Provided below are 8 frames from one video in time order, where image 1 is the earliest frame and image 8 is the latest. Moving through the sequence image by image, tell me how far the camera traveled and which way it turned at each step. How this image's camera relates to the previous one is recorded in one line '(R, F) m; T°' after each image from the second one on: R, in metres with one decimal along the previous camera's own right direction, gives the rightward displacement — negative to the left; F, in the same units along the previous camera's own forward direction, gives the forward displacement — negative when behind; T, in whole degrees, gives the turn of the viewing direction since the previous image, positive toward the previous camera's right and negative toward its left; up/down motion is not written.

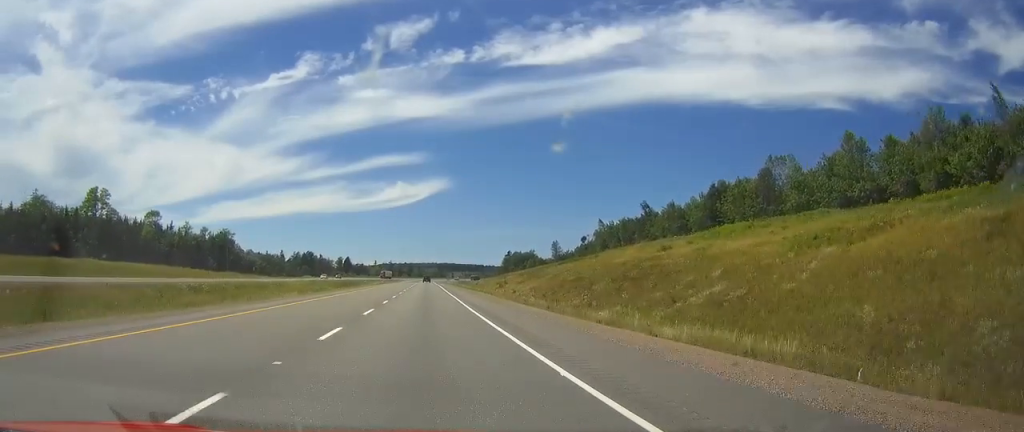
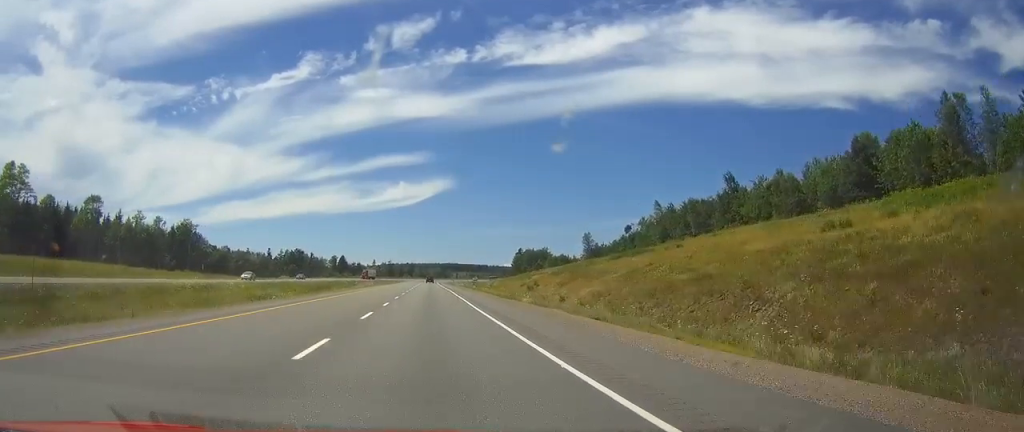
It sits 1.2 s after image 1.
(+0.2, +38.9) m; 0°
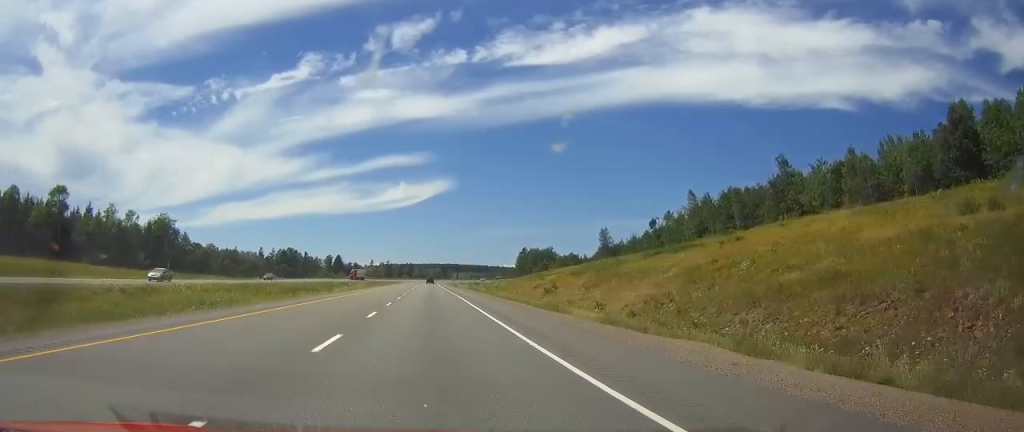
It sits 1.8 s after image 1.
(0.0, +16.7) m; 0°
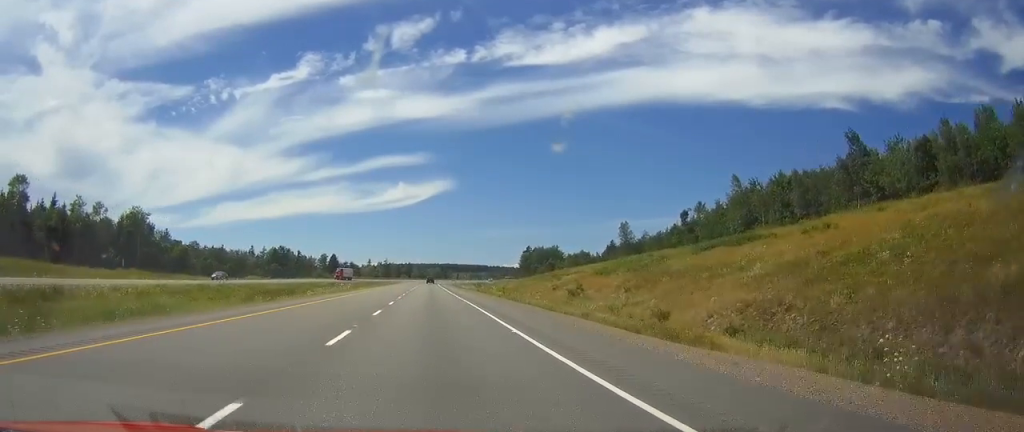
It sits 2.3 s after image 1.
(0.0, +16.7) m; 0°
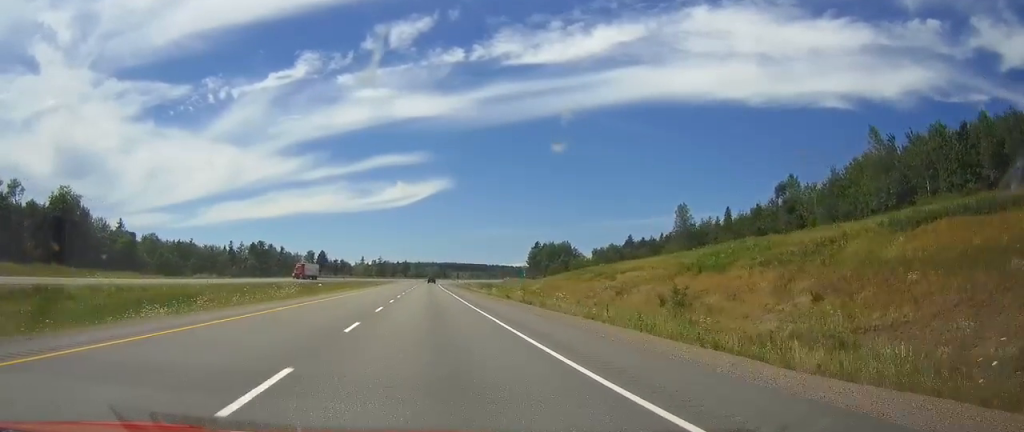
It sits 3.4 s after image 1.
(0.0, +33.2) m; 0°
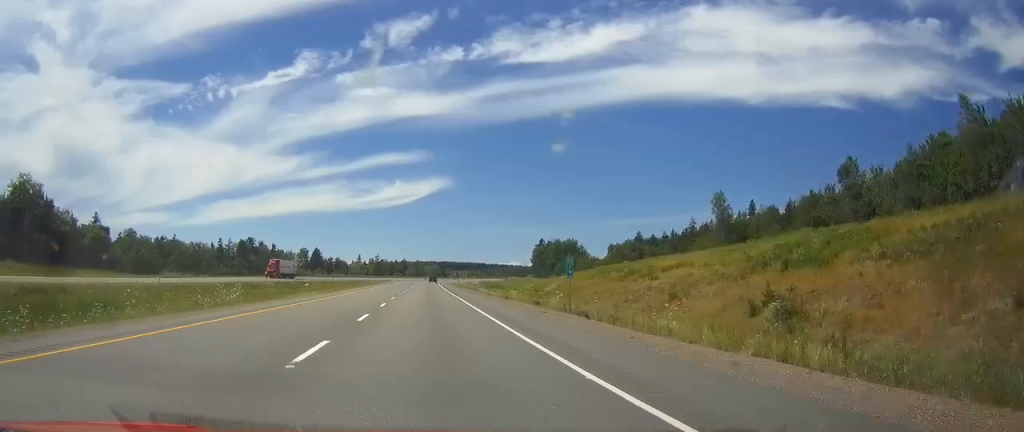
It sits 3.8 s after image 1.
(0.0, +14.5) m; 0°
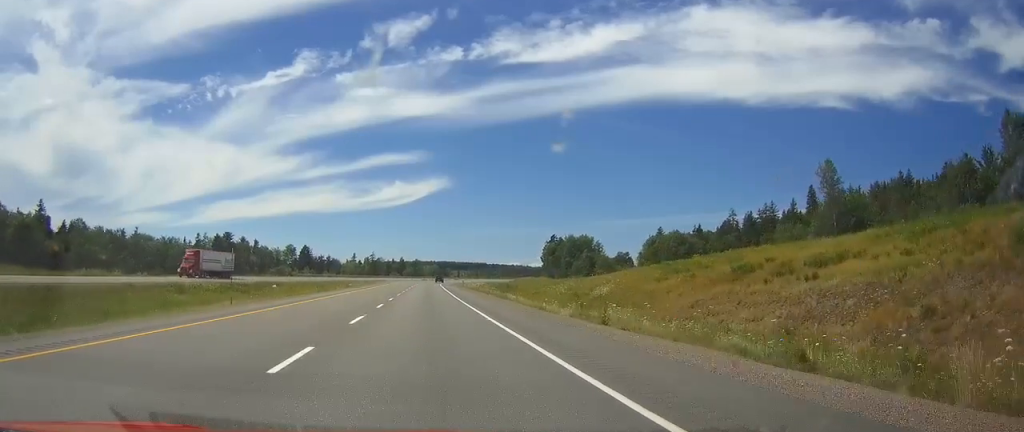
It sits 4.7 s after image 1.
(0.0, +27.8) m; 0°
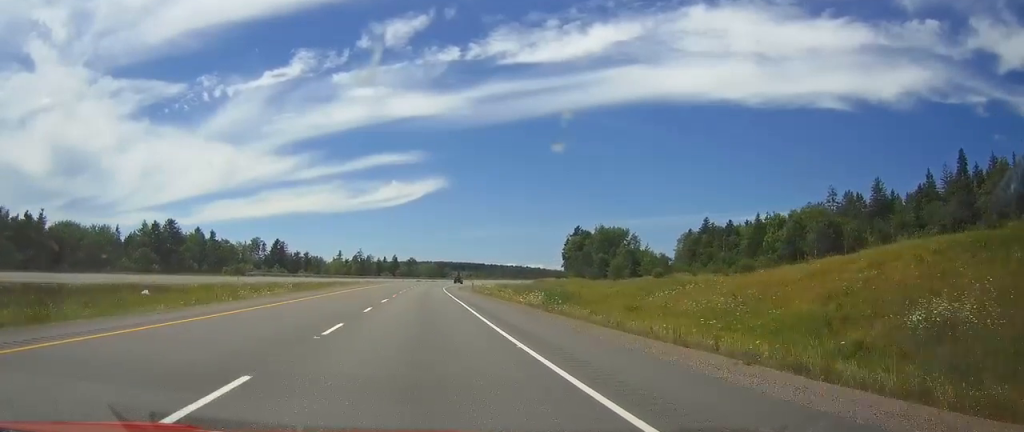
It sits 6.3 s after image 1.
(0.0, +48.3) m; 0°
